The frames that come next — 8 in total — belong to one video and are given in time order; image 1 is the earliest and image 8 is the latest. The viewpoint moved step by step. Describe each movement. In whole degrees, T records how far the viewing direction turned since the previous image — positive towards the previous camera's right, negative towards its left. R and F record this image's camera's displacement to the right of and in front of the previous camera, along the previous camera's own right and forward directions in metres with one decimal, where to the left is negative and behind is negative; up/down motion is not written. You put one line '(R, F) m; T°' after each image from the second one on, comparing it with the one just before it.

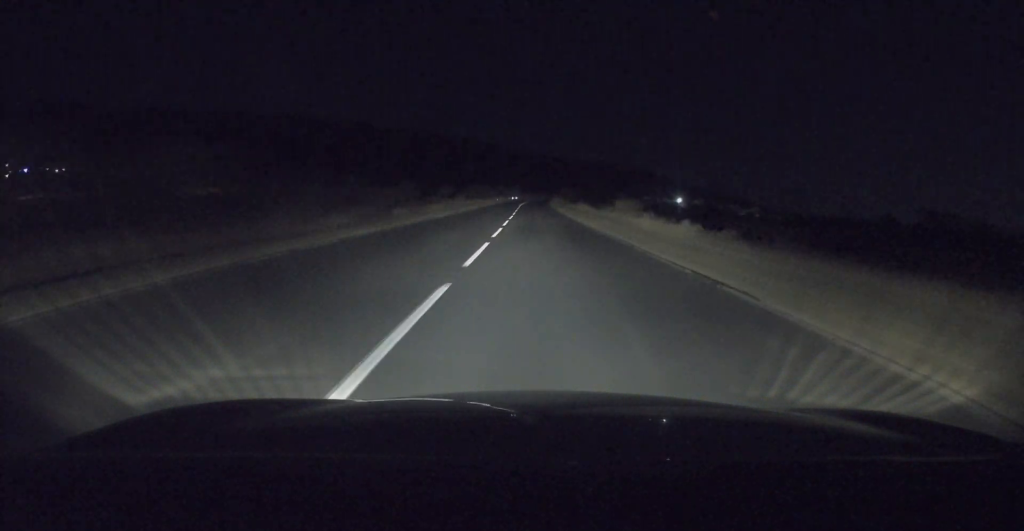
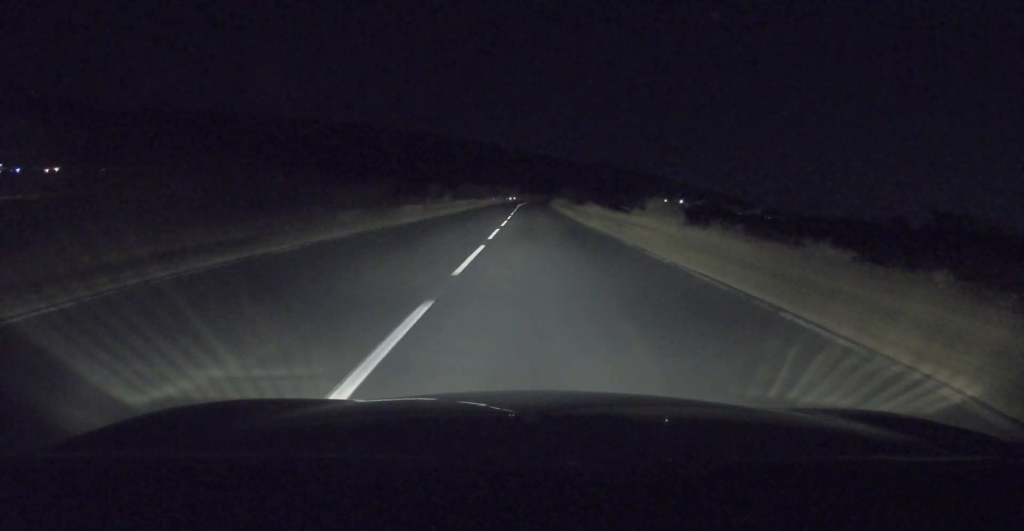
(0.0, +10.2) m; 0°
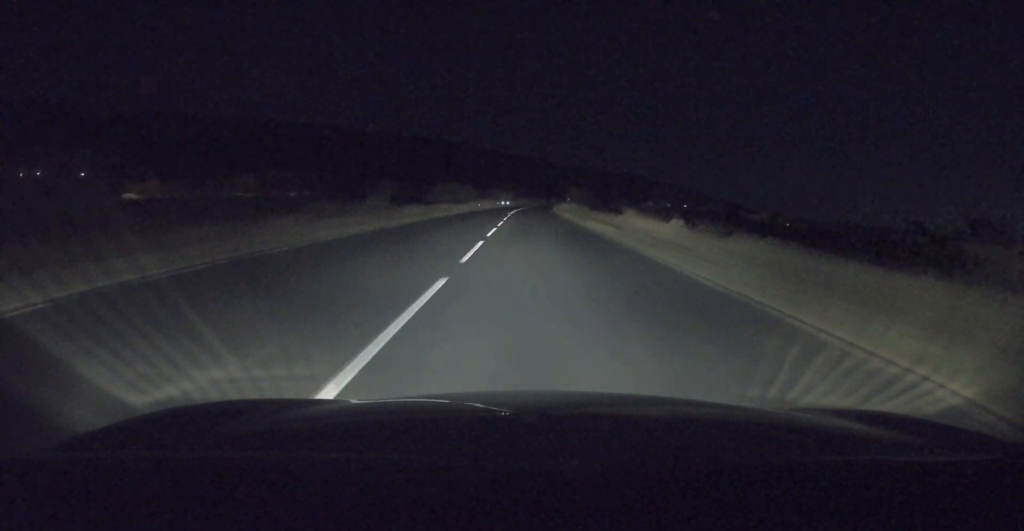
(0.0, +24.3) m; 0°
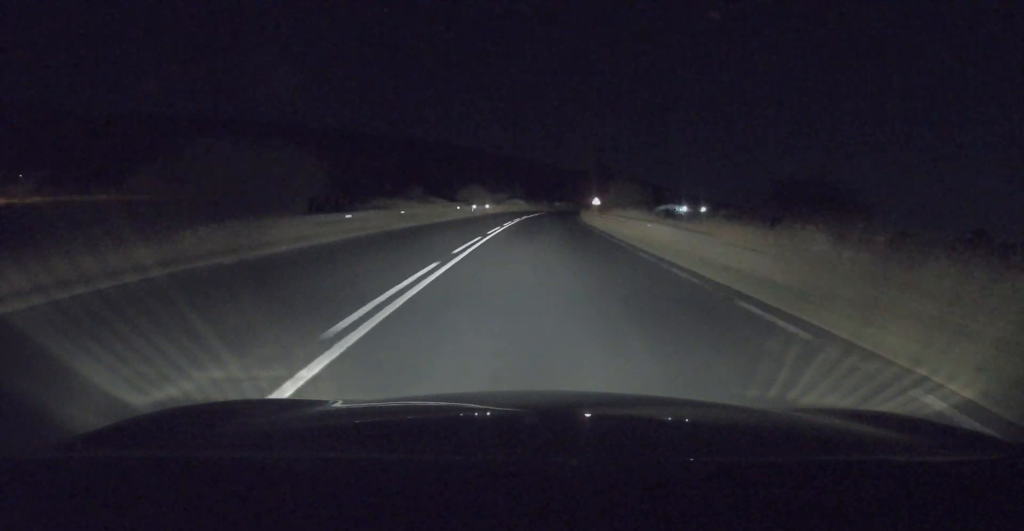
(0.0, +58.6) m; +1°
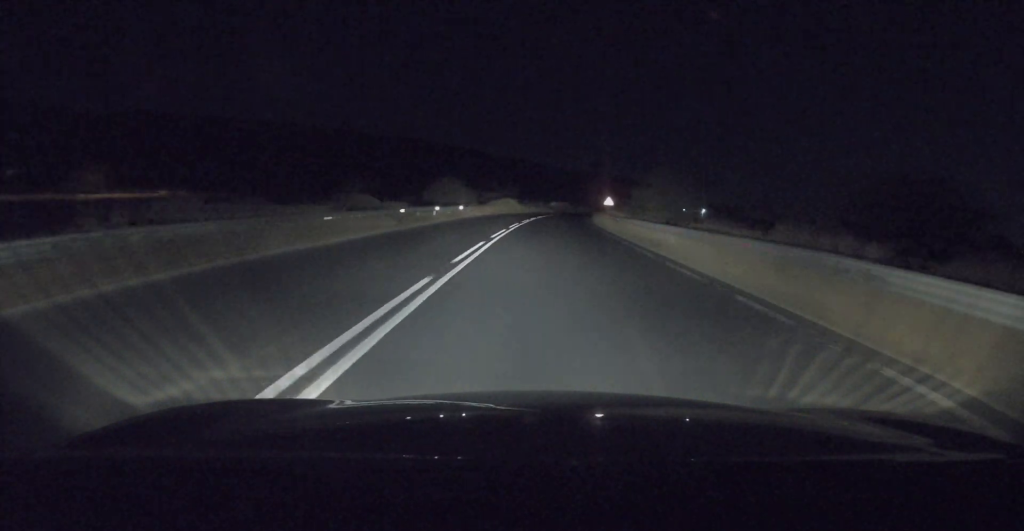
(+0.2, +19.3) m; +1°
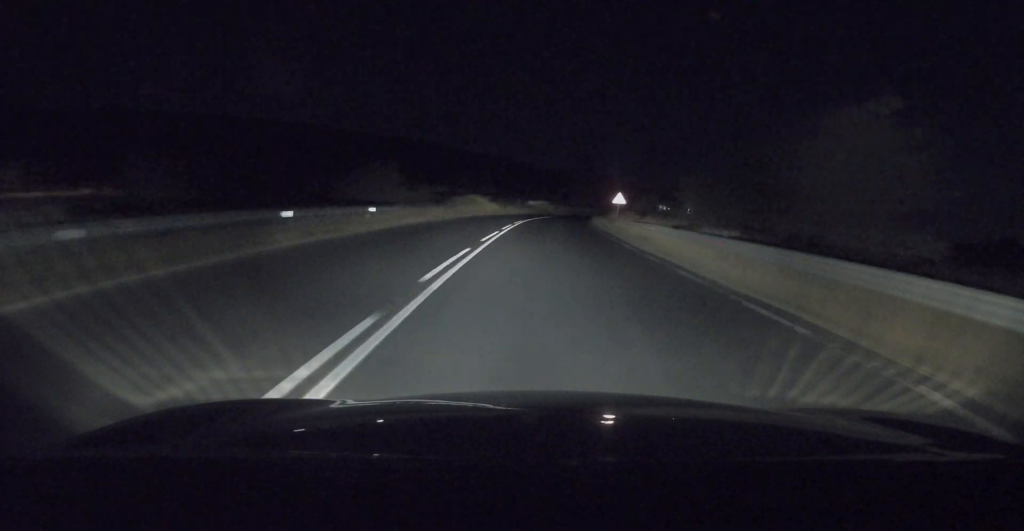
(+0.3, +20.5) m; +1°
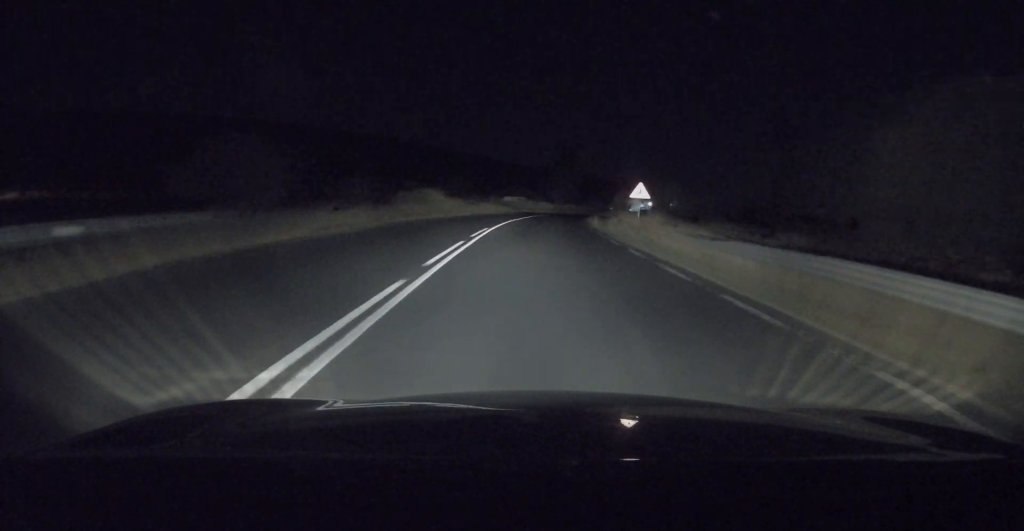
(-0.1, +15.7) m; +1°
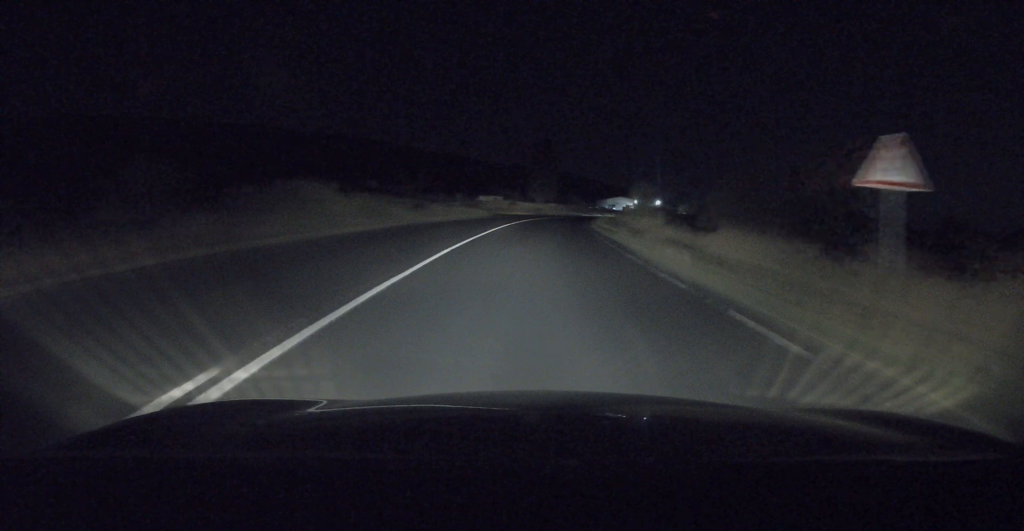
(+0.5, +21.4) m; +1°
